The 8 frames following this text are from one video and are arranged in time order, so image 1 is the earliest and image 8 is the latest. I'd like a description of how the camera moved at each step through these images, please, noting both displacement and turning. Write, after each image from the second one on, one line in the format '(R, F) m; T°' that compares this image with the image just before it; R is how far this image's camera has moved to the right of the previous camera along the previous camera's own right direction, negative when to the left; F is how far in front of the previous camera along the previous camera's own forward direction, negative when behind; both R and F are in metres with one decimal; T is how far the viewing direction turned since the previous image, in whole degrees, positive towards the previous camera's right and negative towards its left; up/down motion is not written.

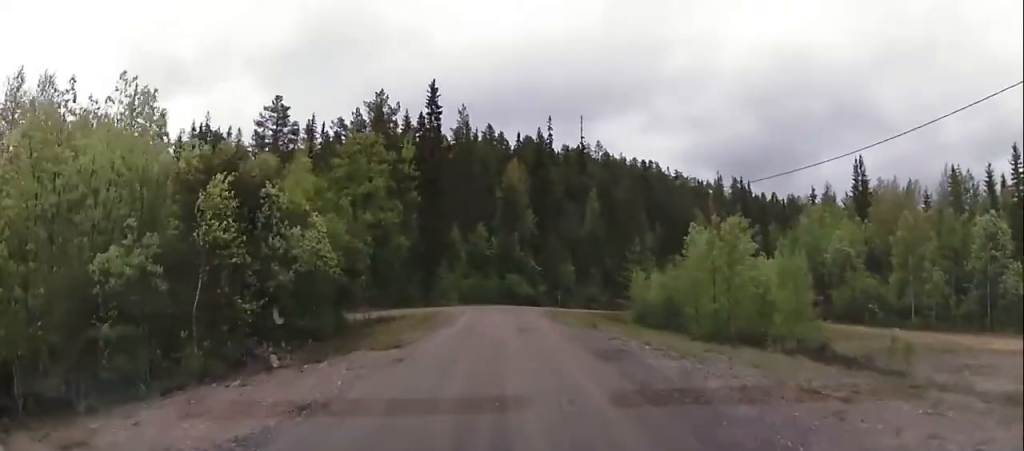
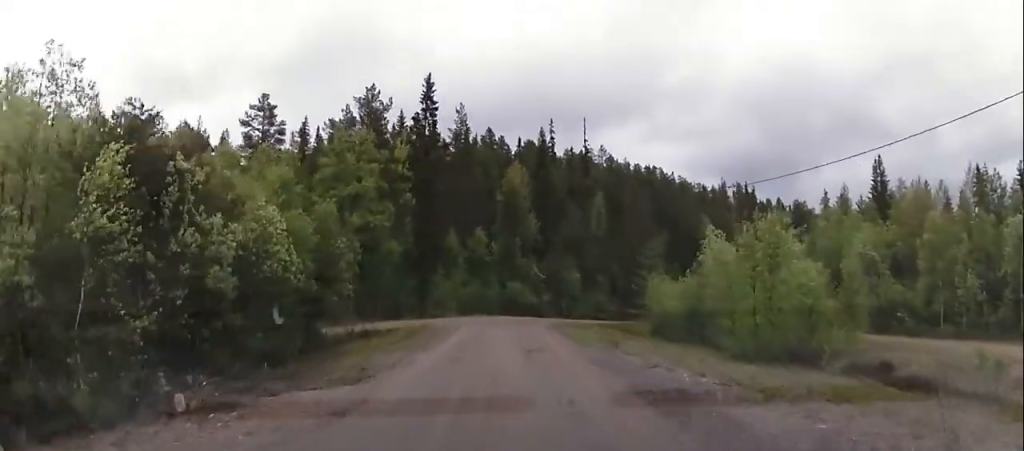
(-0.2, +4.4) m; -1°
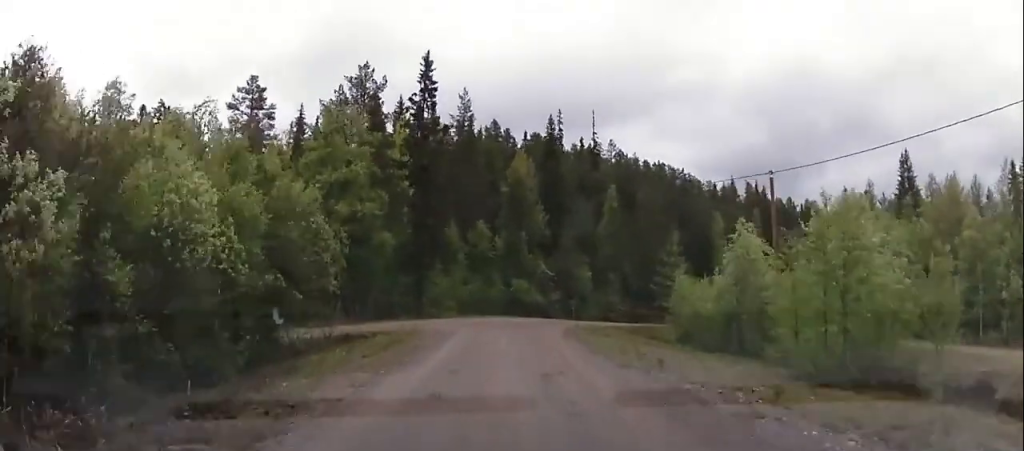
(+0.1, +5.1) m; 0°
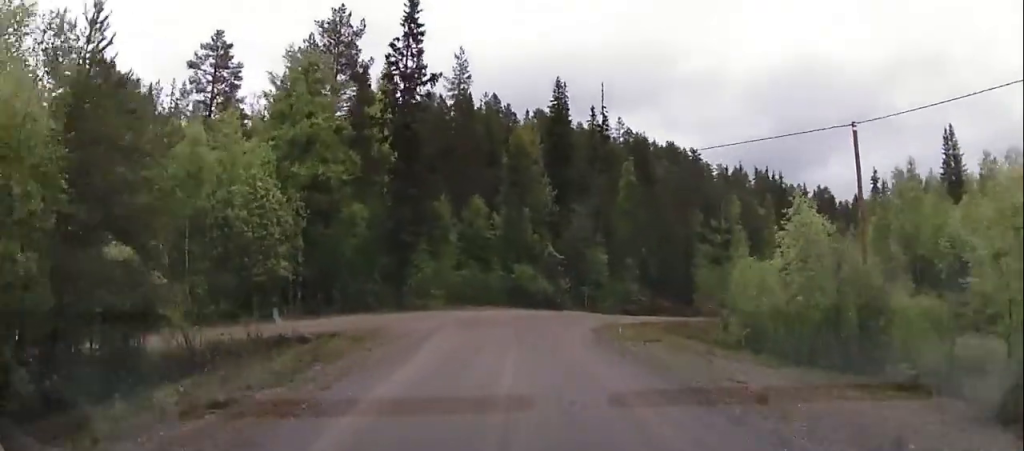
(+0.1, +8.8) m; +2°
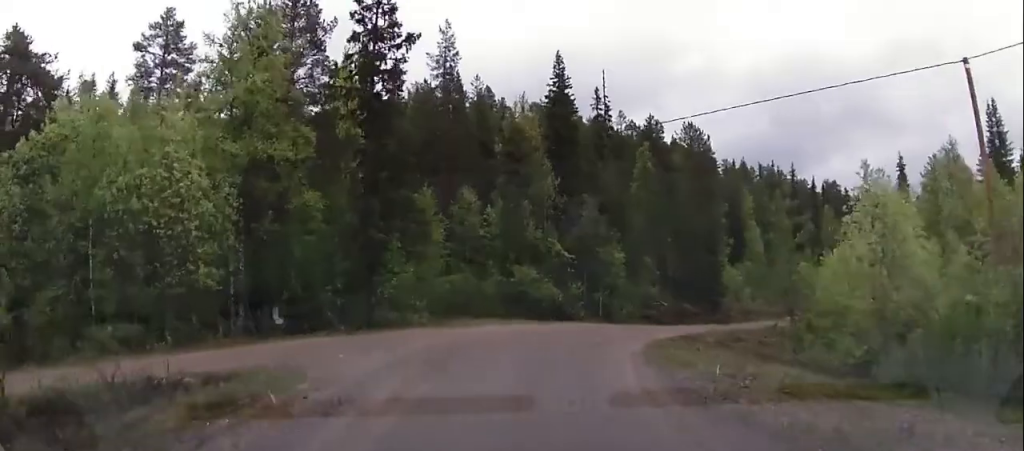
(+0.1, +7.7) m; +3°
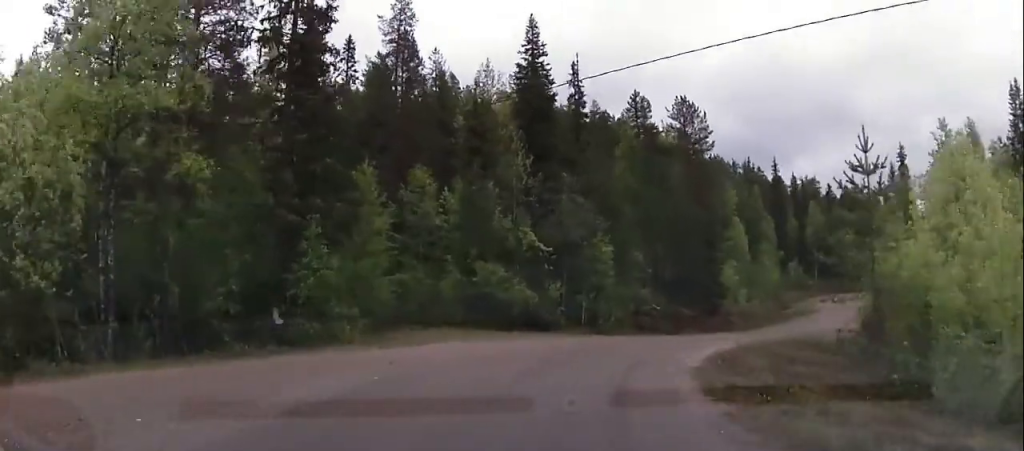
(+0.2, +7.4) m; +5°
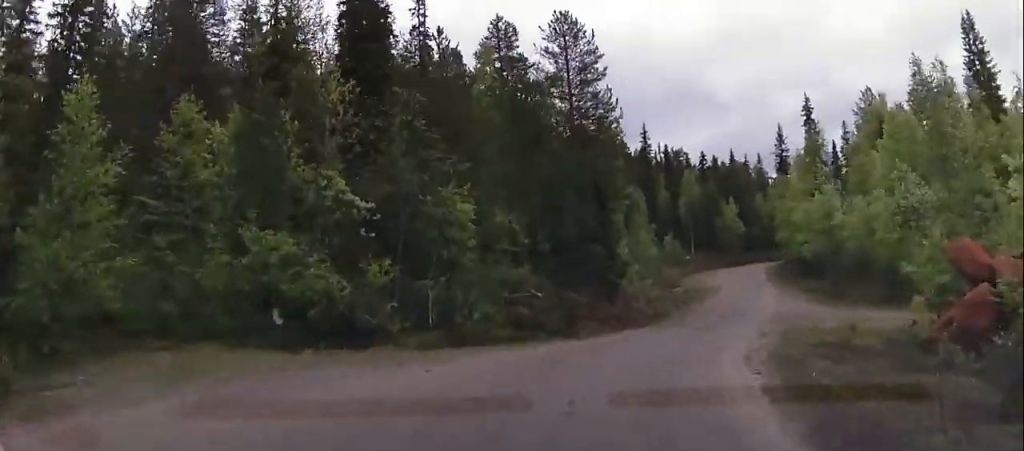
(+1.2, +11.9) m; +12°
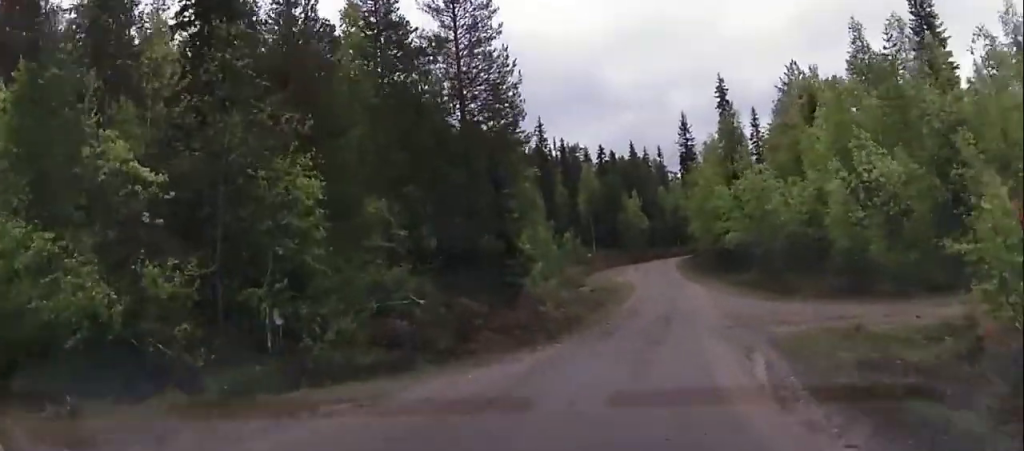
(+0.2, +5.9) m; +7°
